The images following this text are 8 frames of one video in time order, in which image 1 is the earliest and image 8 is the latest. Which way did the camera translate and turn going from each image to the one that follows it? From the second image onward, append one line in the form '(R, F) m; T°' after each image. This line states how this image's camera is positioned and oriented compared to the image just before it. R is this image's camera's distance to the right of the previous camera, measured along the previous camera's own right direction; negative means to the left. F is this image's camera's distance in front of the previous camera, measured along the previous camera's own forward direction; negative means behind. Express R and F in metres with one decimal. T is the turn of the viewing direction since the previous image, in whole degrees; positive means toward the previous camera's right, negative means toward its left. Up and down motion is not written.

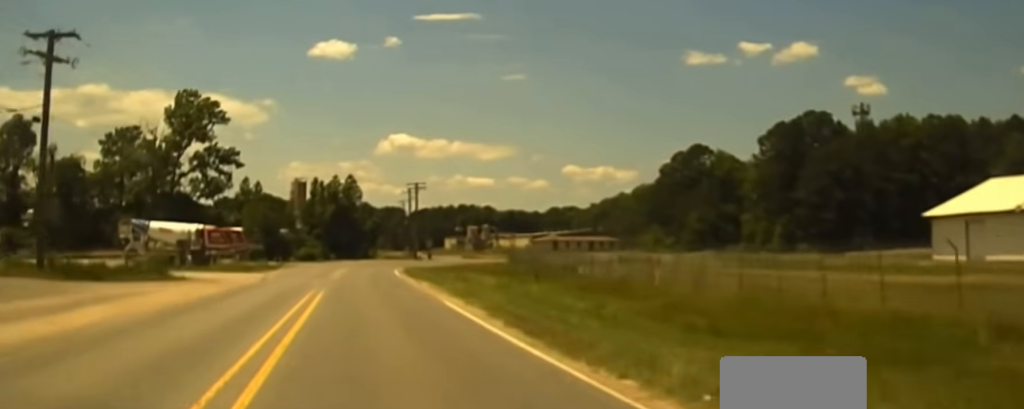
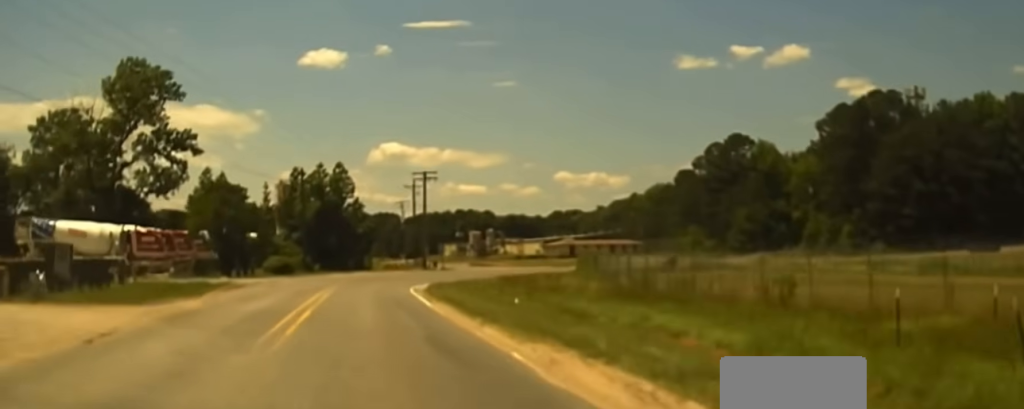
(-0.4, +26.9) m; +1°
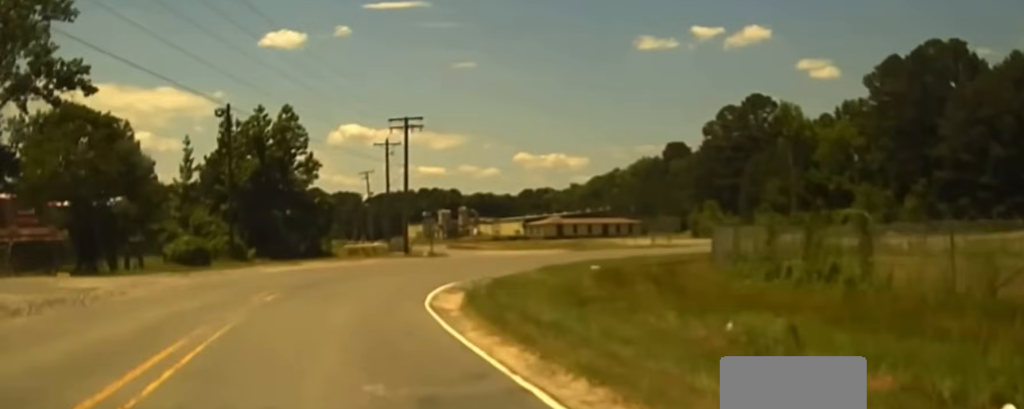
(+1.0, +26.5) m; +6°
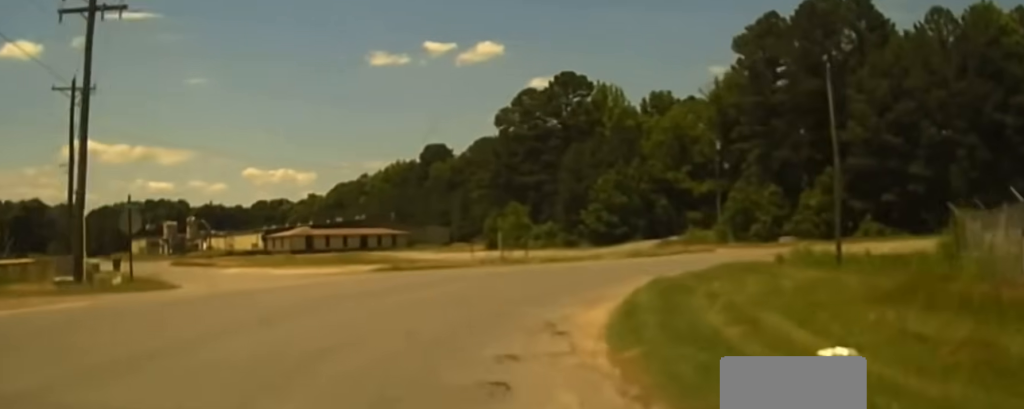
(+4.5, +33.7) m; +20°
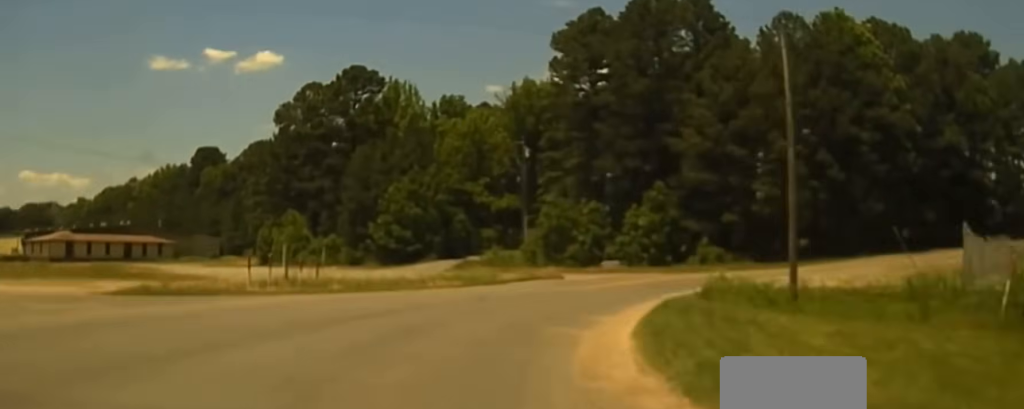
(+1.0, +12.3) m; +12°
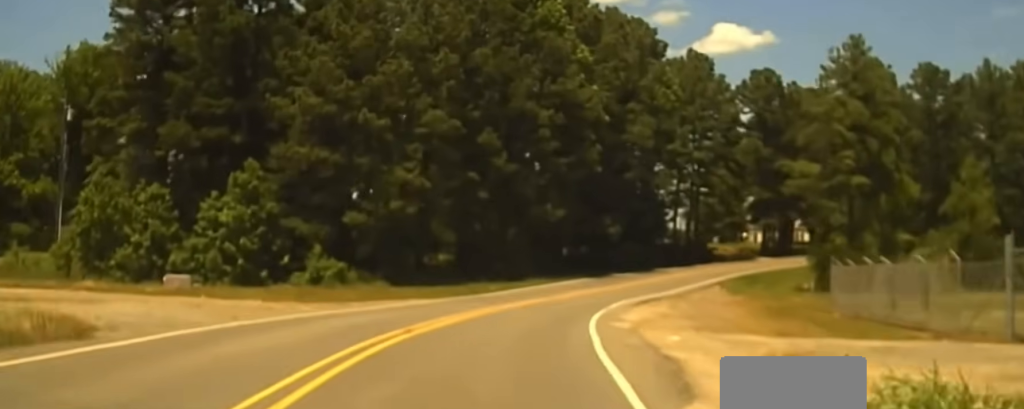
(+6.0, +24.2) m; +25°
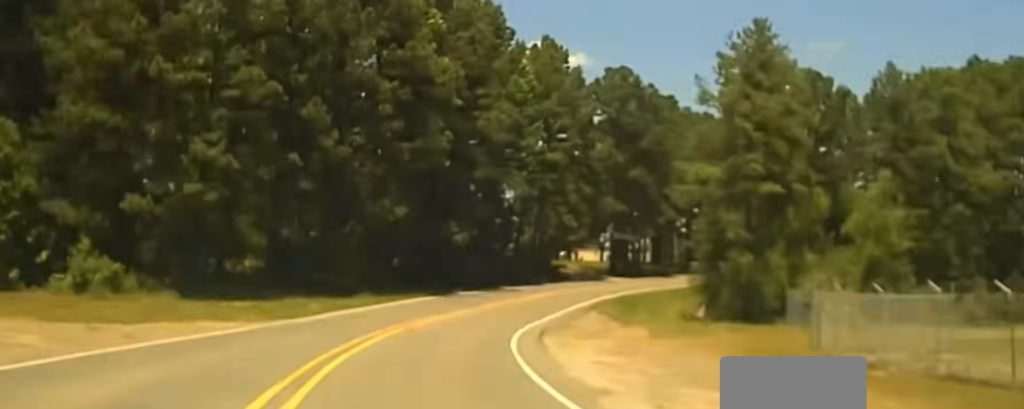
(+1.0, +12.3) m; +9°
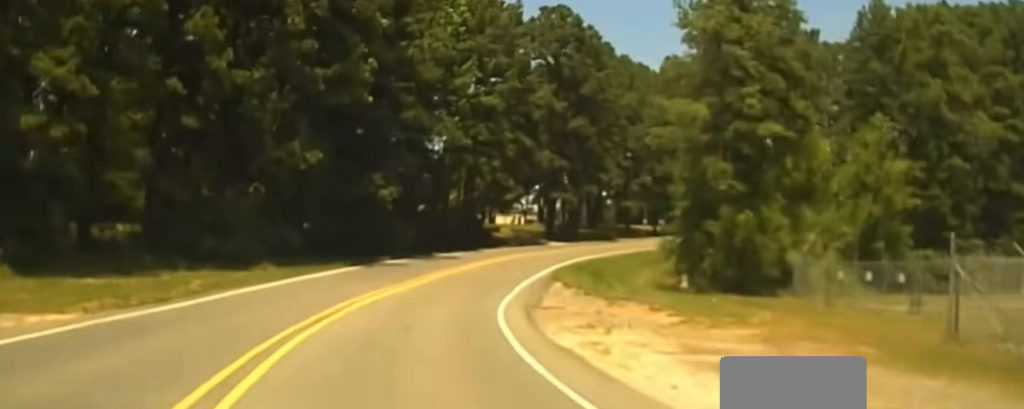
(+0.8, +10.7) m; +6°
